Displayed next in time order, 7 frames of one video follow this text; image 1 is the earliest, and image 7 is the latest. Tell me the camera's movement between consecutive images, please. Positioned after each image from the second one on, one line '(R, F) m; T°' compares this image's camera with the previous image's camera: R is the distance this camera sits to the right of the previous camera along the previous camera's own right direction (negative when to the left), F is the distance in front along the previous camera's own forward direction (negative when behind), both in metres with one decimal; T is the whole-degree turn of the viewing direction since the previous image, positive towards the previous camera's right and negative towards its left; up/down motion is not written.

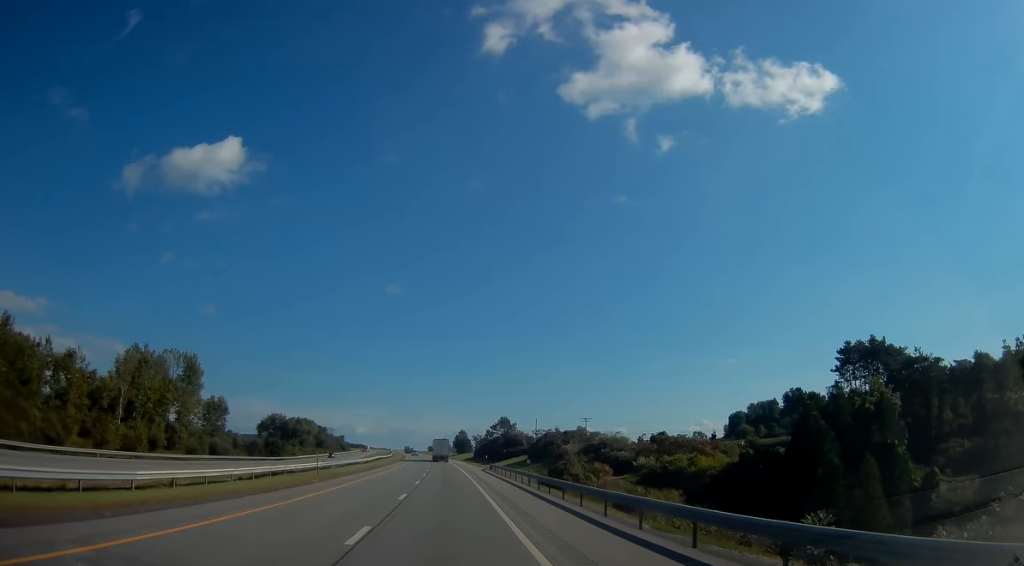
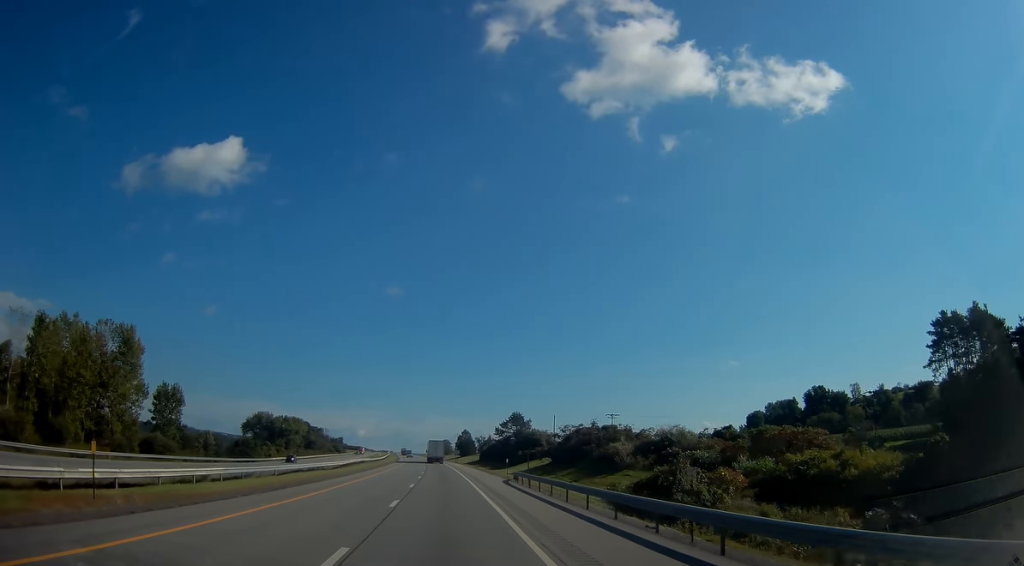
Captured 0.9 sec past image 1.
(-0.3, +28.0) m; 0°
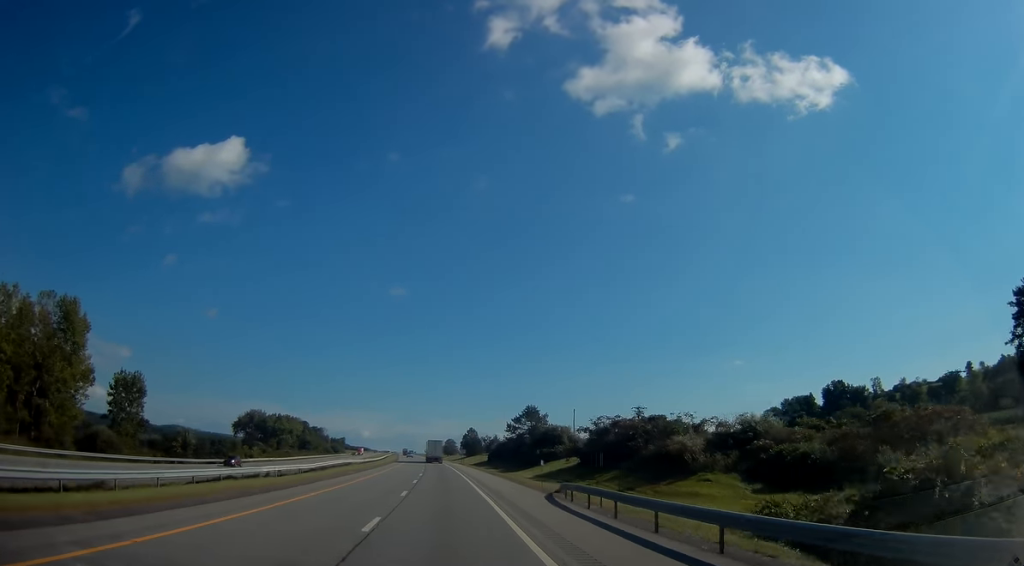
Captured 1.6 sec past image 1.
(+0.2, +19.1) m; 0°
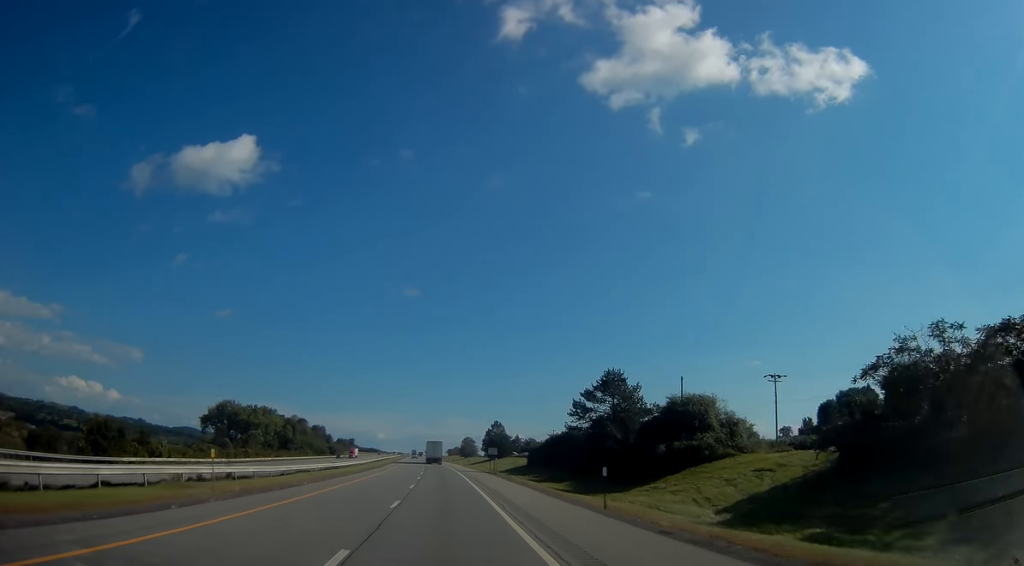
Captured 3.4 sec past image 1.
(-0.6, +54.9) m; -1°
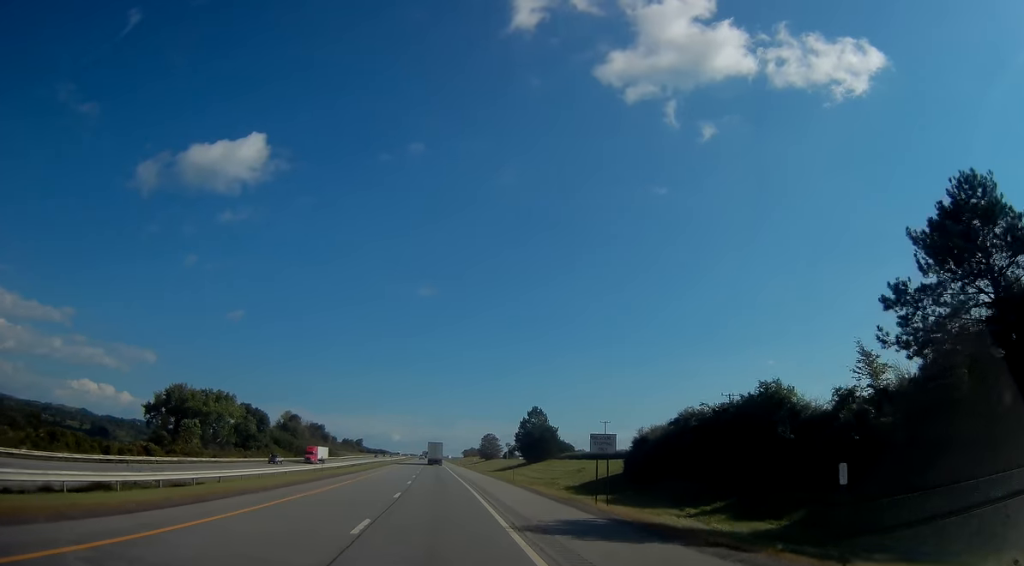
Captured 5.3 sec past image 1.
(-1.0, +55.6) m; -2°
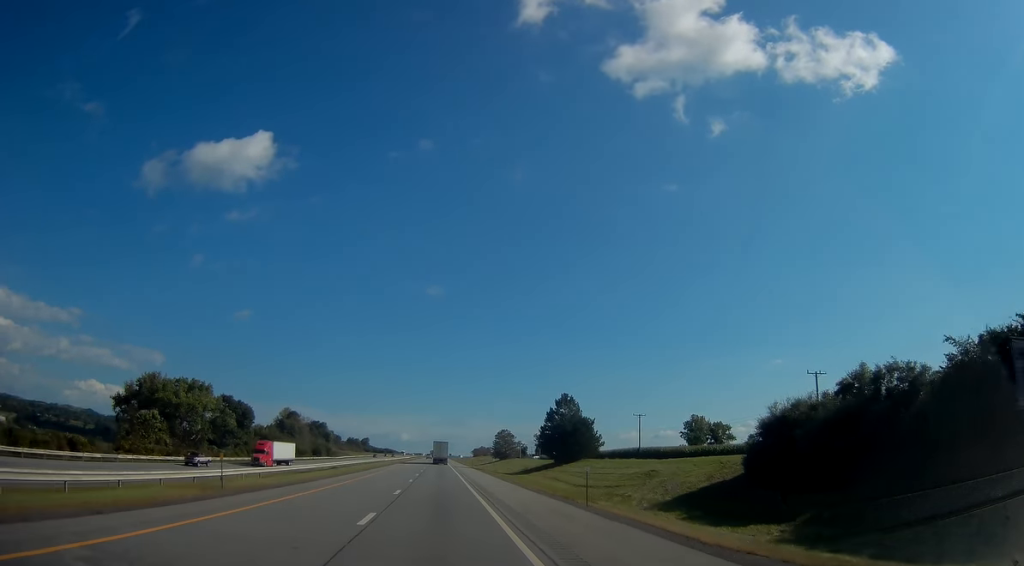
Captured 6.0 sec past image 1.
(-0.1, +22.9) m; 0°
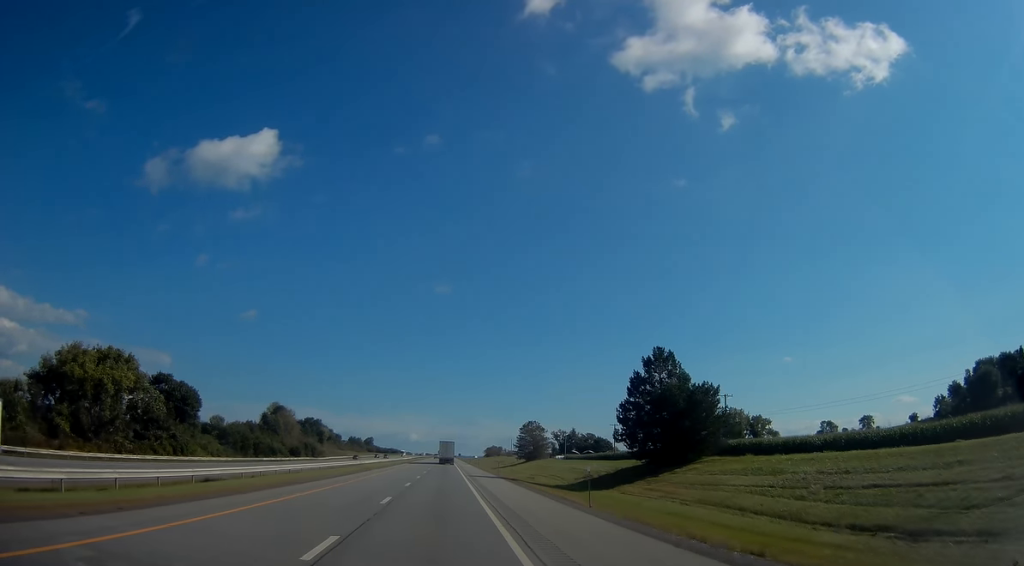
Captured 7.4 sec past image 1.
(-0.2, +42.0) m; -1°
